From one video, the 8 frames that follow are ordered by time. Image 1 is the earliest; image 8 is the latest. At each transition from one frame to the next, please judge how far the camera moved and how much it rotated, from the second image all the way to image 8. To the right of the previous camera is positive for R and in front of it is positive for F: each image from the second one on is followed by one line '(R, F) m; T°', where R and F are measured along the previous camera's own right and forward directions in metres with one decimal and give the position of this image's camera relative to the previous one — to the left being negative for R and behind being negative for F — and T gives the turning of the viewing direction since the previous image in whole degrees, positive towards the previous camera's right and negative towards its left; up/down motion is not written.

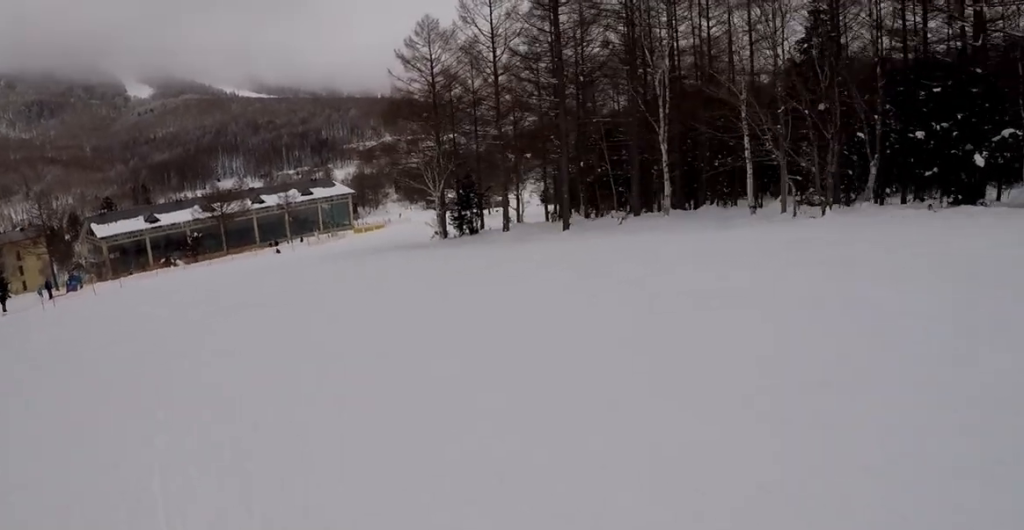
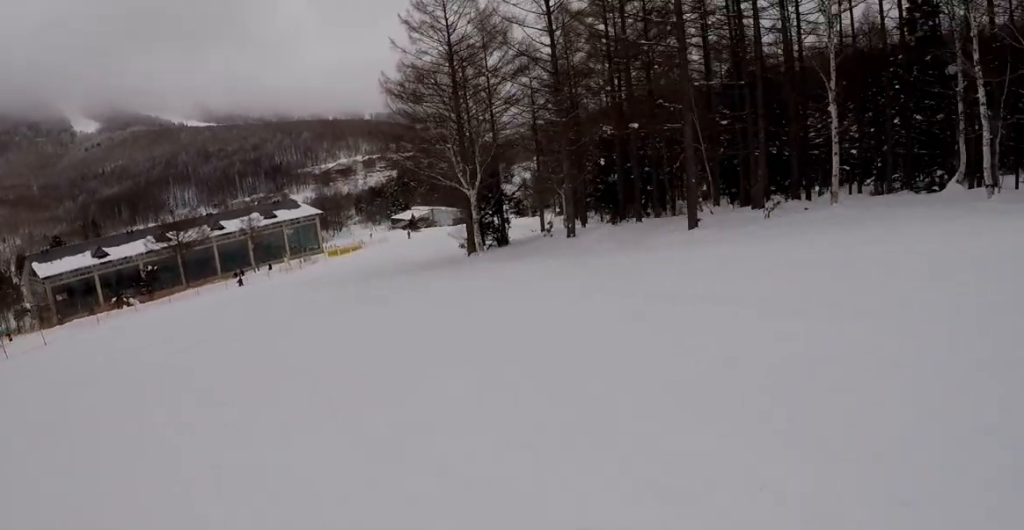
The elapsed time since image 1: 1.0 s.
(+0.5, +12.8) m; +4°
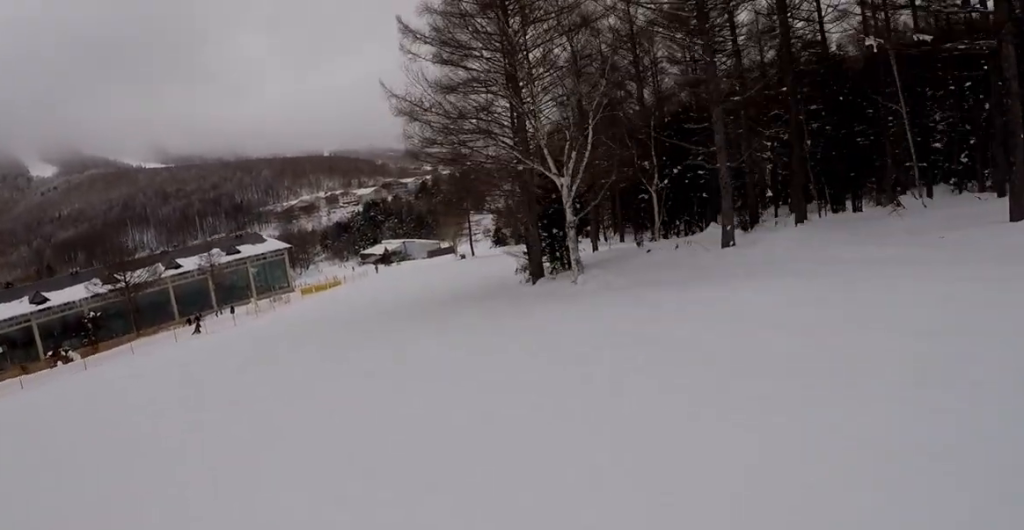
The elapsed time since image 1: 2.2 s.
(+0.8, +14.5) m; +10°
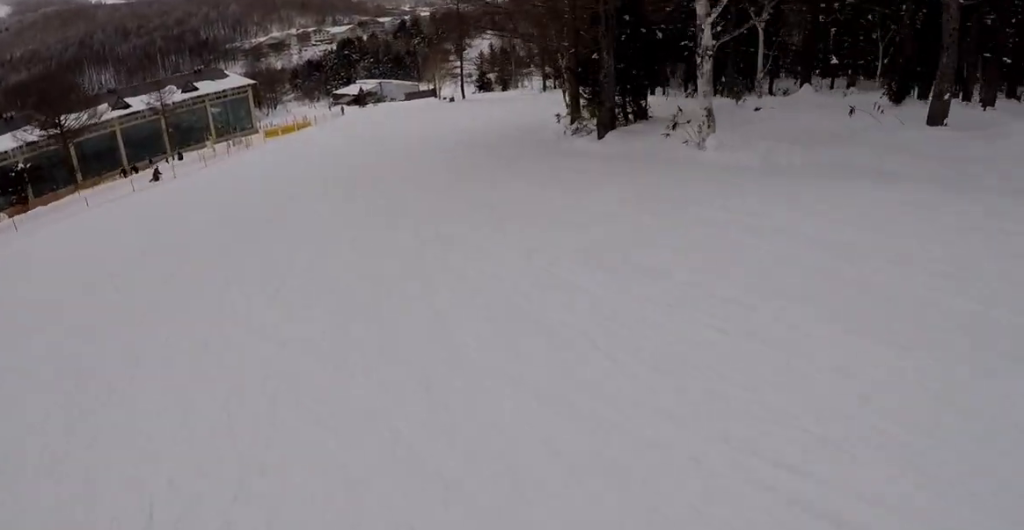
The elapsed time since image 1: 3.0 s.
(+0.7, +9.2) m; +7°
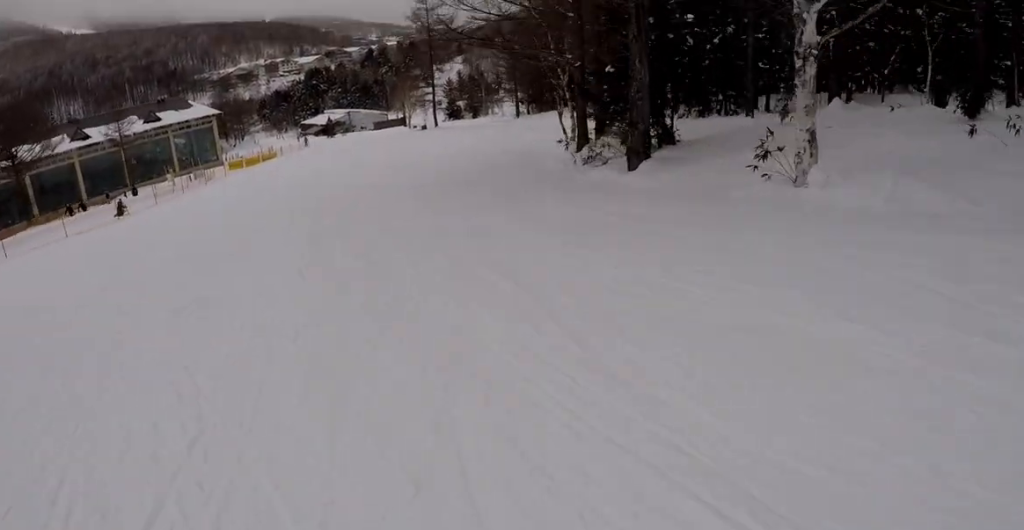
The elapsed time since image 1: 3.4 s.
(+0.3, +4.7) m; +2°
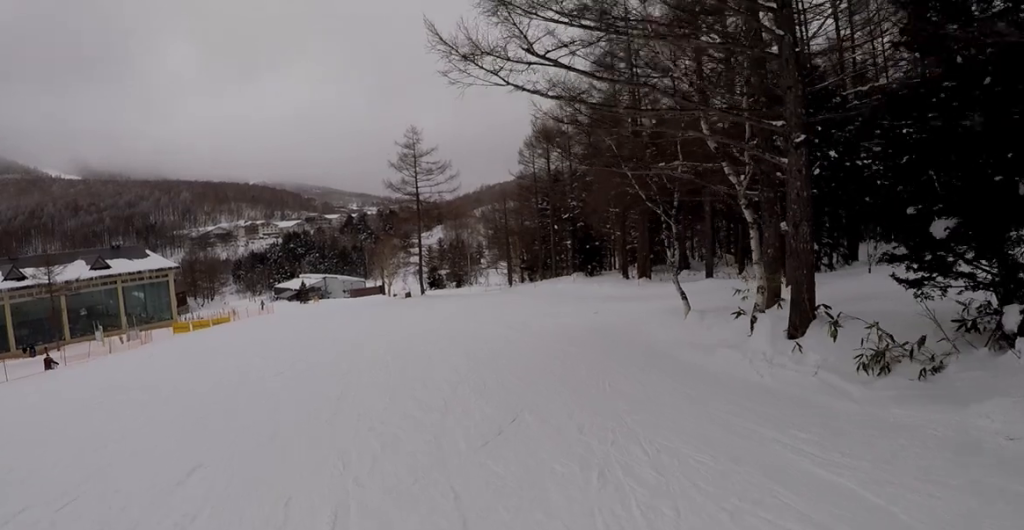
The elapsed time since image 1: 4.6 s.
(+0.5, +13.8) m; +4°
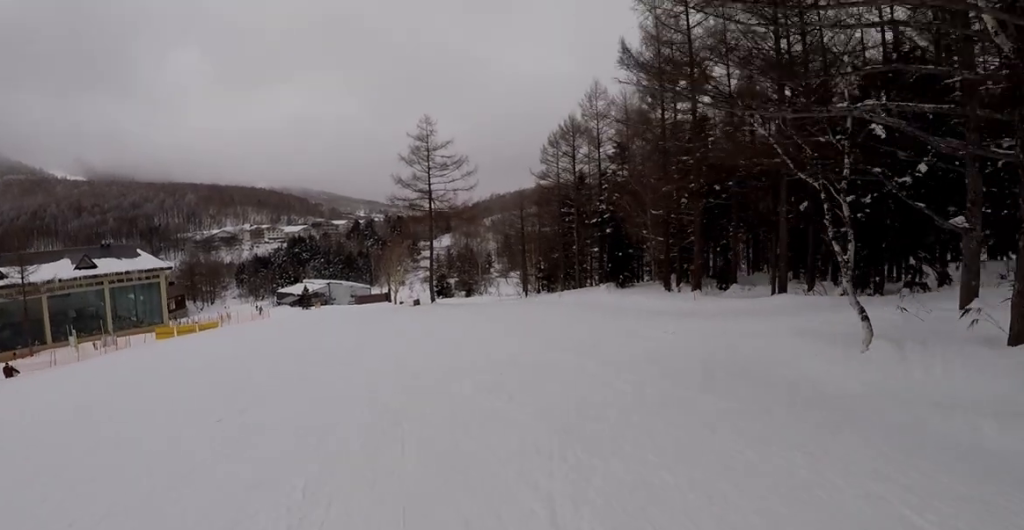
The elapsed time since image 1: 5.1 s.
(+0.1, +6.3) m; +2°
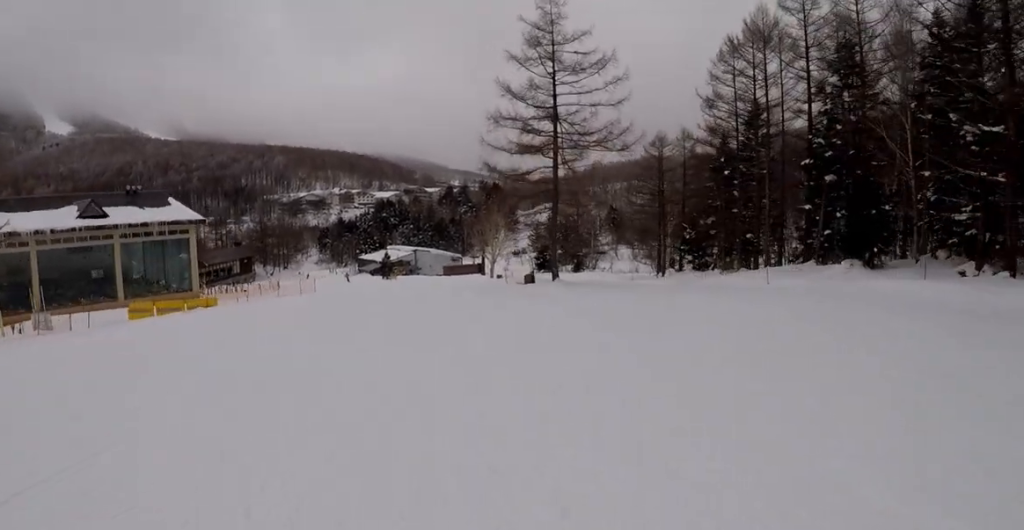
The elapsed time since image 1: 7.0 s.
(+0.4, +21.6) m; -6°
